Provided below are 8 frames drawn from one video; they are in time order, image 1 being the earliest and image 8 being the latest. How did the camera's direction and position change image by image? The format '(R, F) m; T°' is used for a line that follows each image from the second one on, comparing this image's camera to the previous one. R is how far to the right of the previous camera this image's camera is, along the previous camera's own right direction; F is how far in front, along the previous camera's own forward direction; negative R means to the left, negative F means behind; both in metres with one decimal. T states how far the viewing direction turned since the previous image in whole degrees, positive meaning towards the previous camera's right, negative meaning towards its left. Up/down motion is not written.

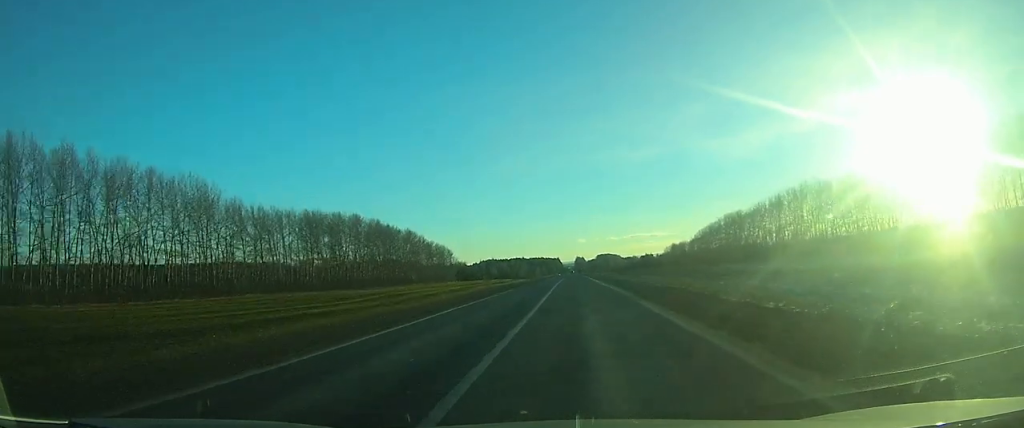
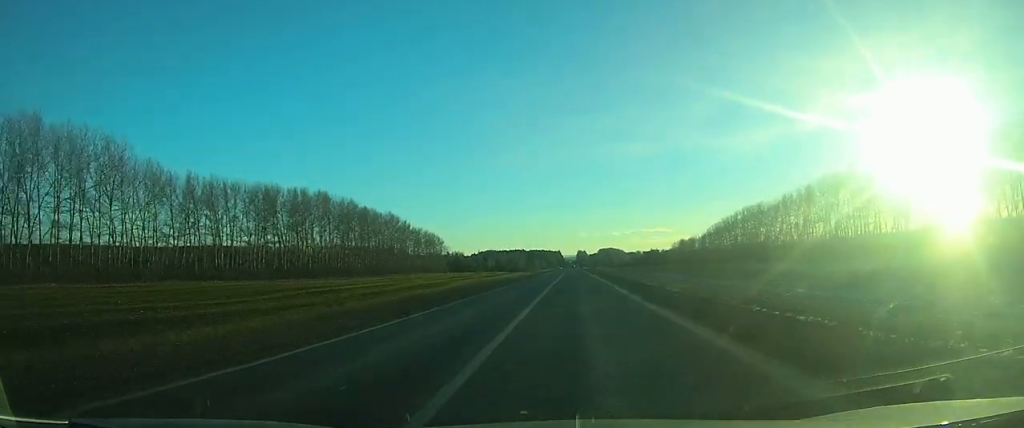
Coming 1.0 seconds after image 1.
(0.0, +26.8) m; 0°
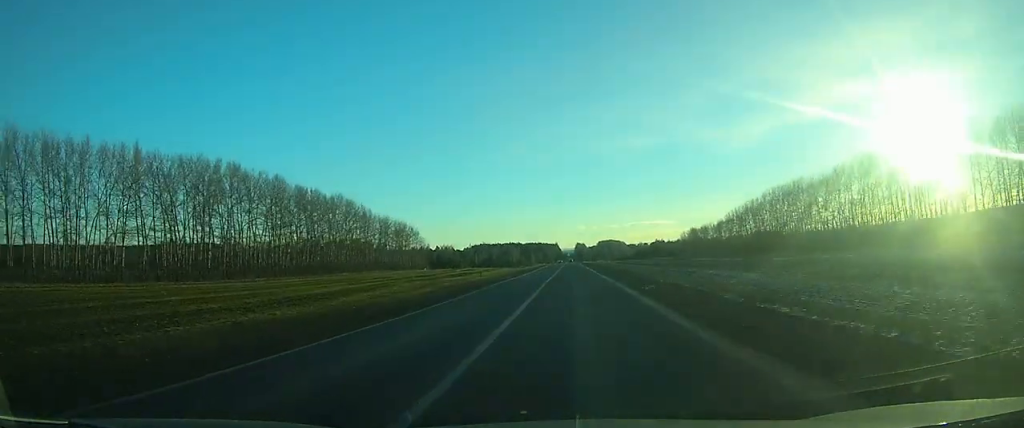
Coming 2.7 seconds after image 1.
(+0.1, +43.7) m; 0°
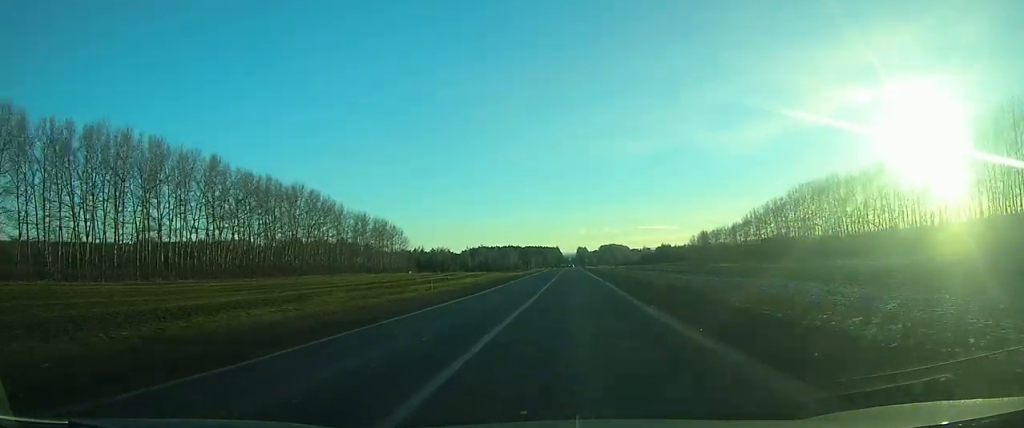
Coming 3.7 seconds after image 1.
(0.0, +24.7) m; 0°
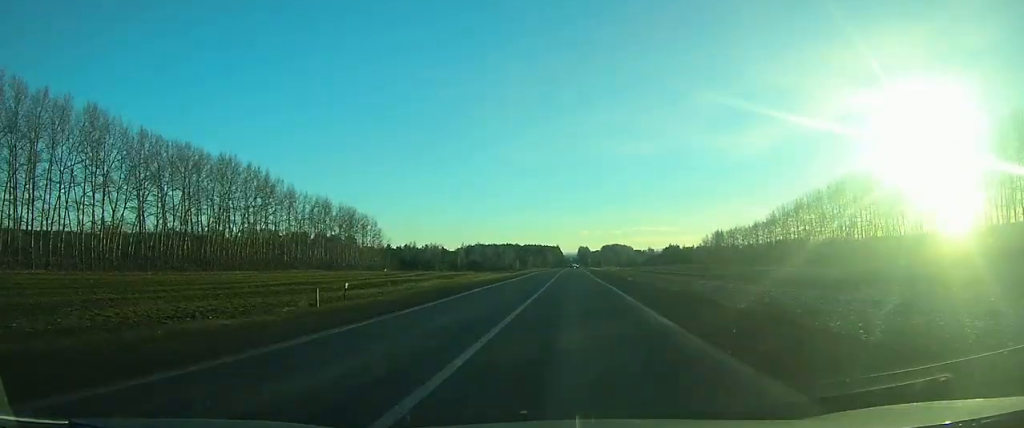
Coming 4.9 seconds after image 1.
(0.0, +29.7) m; 0°
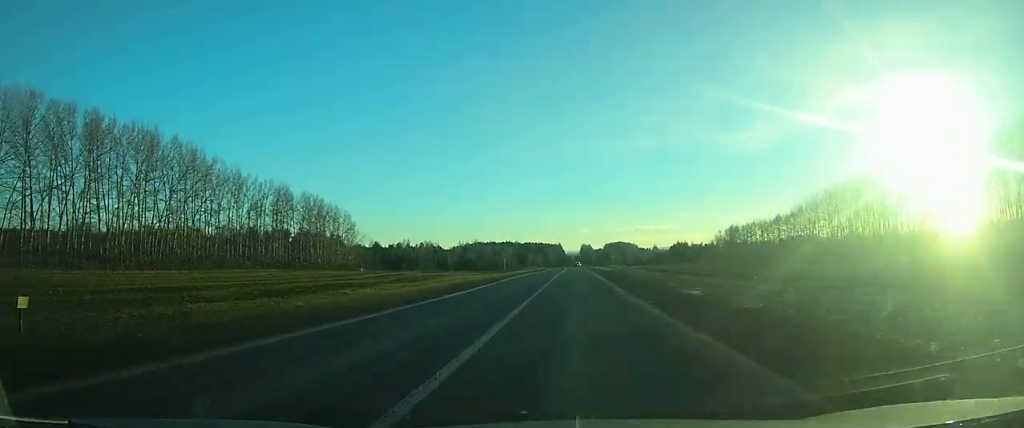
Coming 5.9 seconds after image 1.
(0.0, +22.1) m; 0°
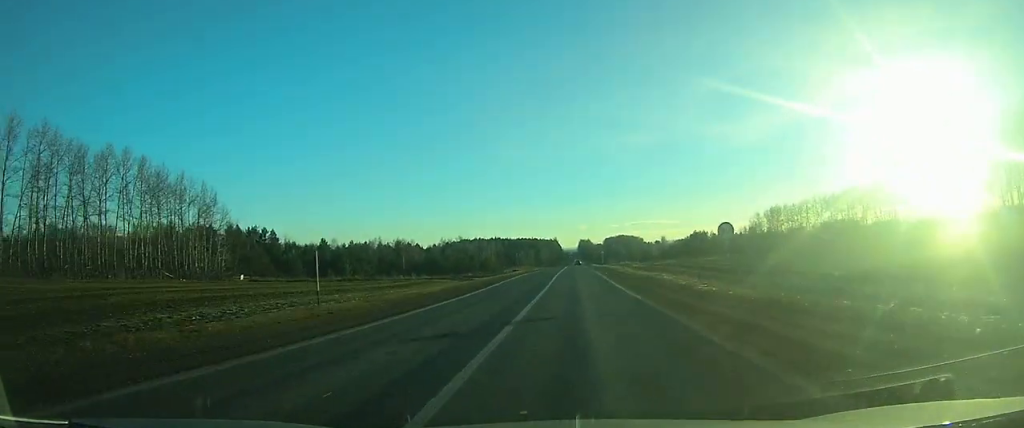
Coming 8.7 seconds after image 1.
(0.0, +54.9) m; 0°
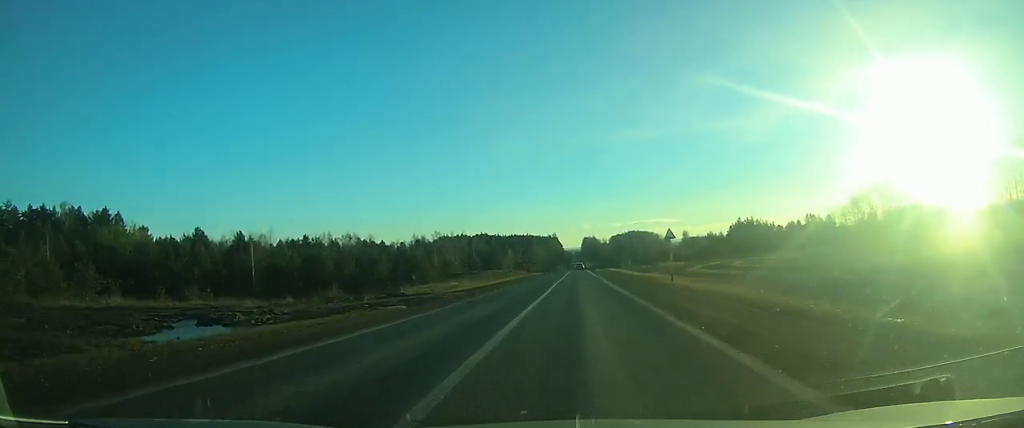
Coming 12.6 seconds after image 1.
(-0.1, +82.0) m; 0°
